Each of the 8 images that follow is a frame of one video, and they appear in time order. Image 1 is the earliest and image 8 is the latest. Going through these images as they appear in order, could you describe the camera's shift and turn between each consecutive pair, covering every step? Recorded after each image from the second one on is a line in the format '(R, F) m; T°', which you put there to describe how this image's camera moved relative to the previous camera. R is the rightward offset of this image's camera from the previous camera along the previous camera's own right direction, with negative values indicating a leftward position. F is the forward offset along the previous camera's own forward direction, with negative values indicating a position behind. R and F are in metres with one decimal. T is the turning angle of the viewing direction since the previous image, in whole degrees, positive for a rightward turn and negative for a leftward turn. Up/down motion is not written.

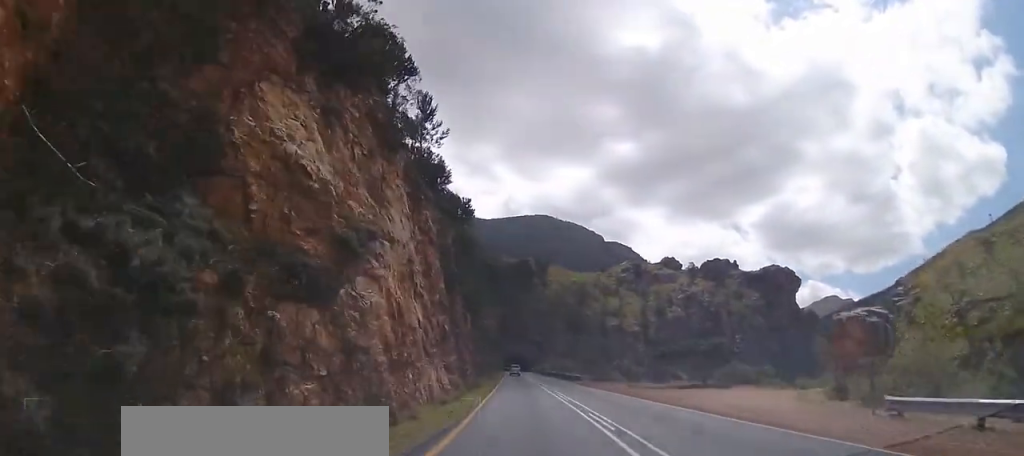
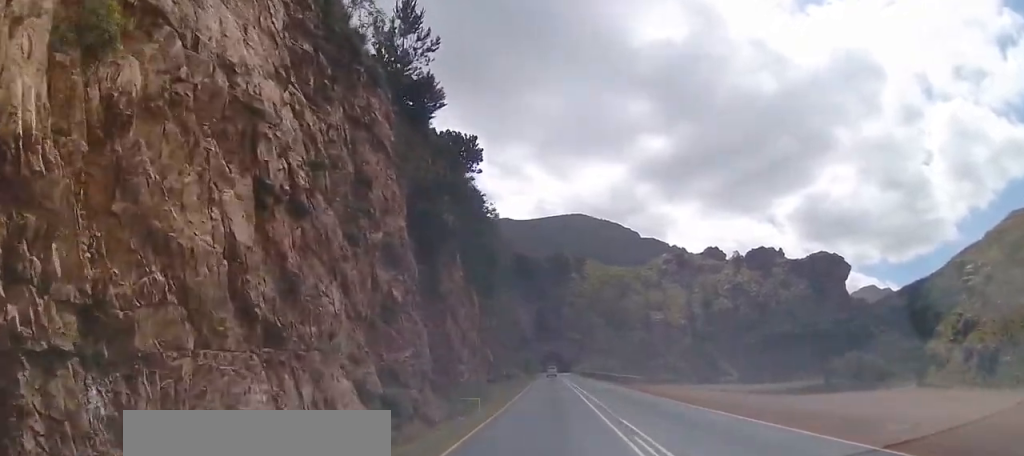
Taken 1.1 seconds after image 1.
(-1.0, +16.7) m; -5°
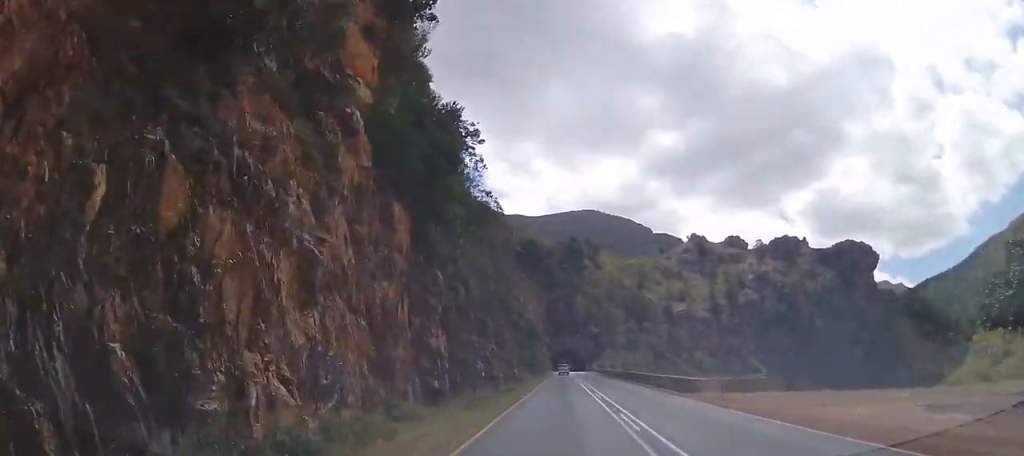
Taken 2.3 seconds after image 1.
(-0.2, +18.7) m; -1°
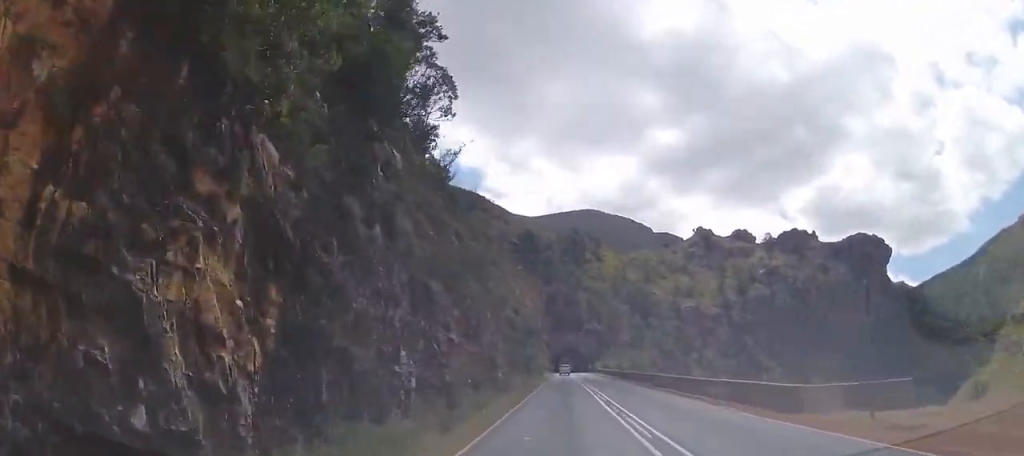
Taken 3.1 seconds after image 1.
(-0.1, +13.2) m; -1°
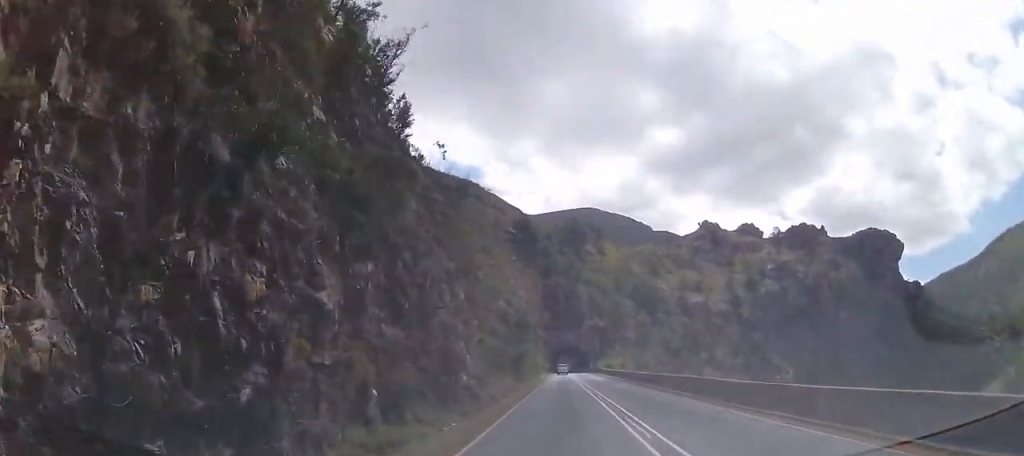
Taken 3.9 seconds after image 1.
(-0.2, +12.2) m; -1°
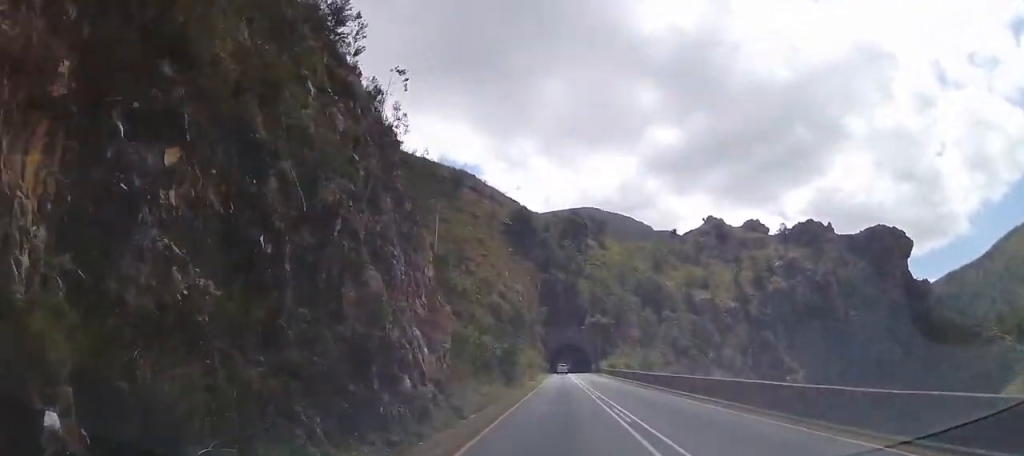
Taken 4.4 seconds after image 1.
(0.0, +8.5) m; 0°
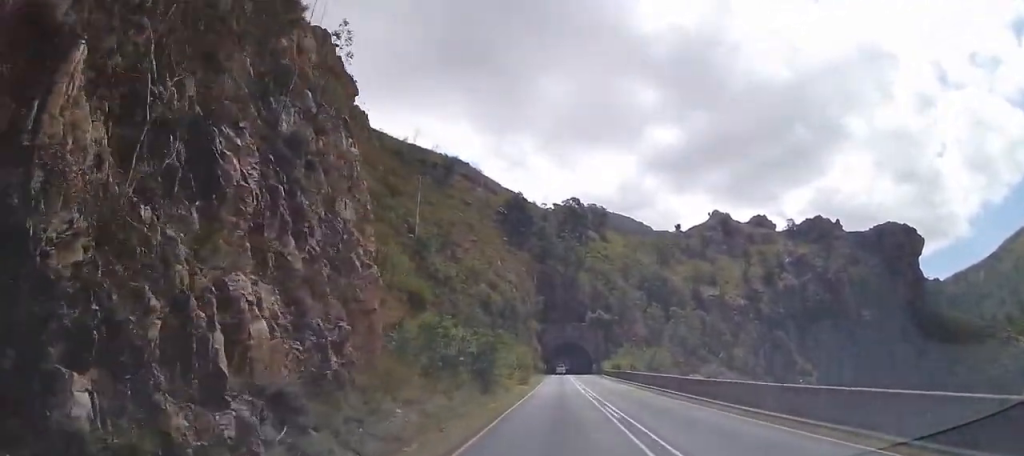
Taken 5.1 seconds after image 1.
(0.0, +10.5) m; 0°
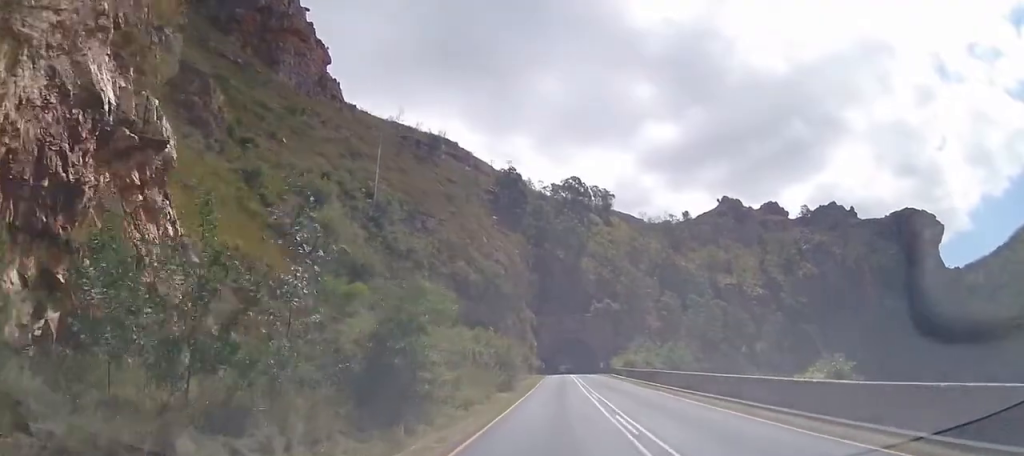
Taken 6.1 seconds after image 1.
(0.0, +15.8) m; 0°
